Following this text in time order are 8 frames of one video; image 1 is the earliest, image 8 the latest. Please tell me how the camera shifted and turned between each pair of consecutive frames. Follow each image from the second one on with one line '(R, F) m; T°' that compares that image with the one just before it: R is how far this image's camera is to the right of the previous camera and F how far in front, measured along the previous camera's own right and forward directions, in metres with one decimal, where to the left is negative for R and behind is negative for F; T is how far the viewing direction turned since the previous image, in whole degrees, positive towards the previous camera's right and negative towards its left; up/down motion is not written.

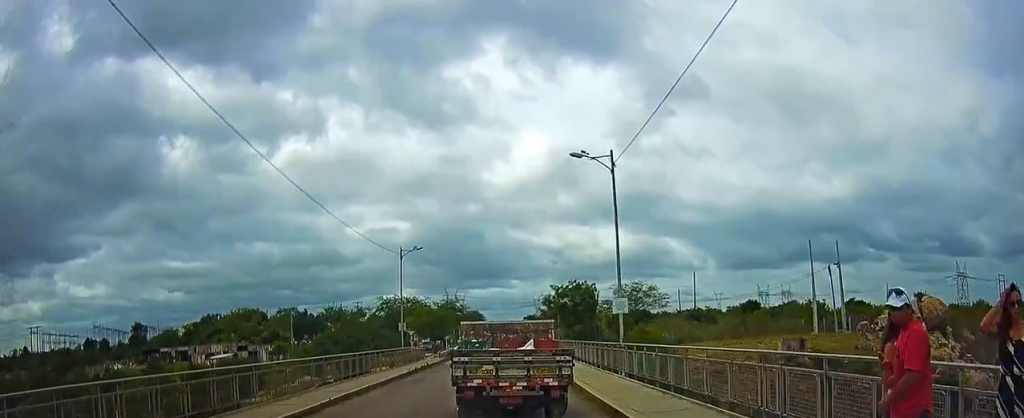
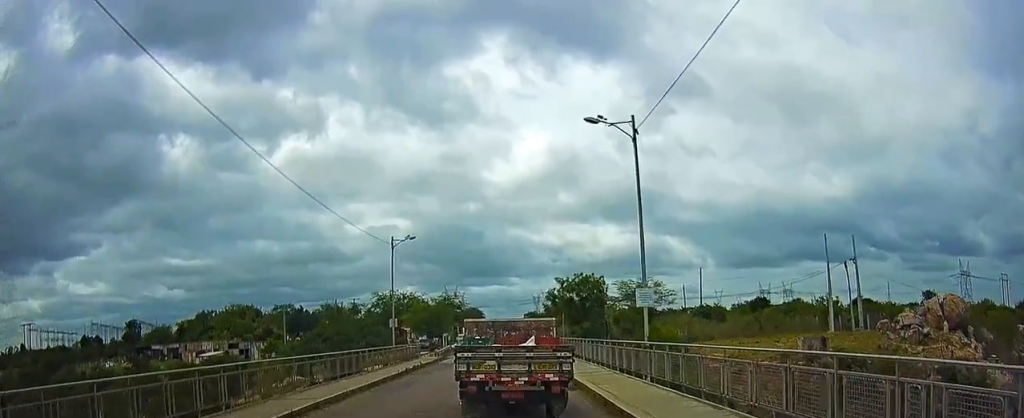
(0.0, +3.2) m; 0°
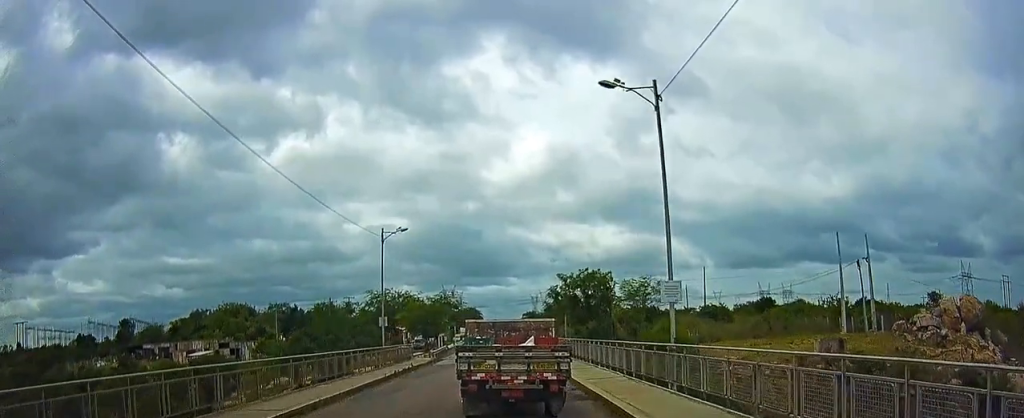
(0.0, +2.6) m; 0°
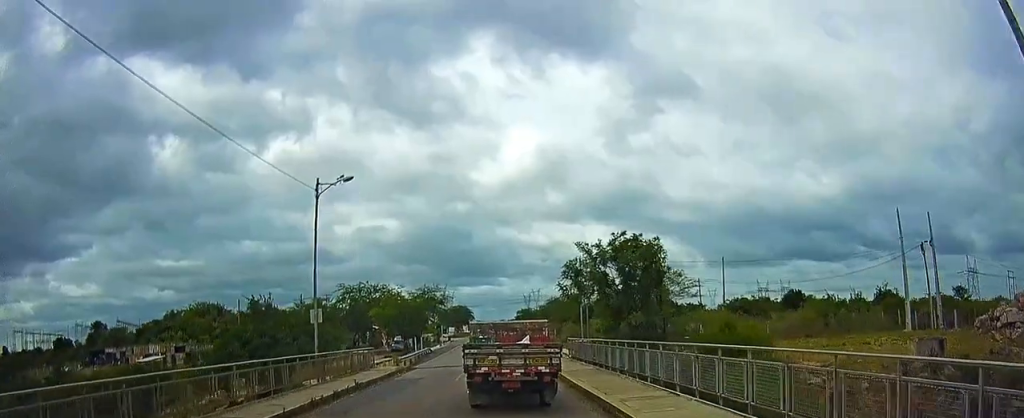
(0.0, +10.6) m; -1°
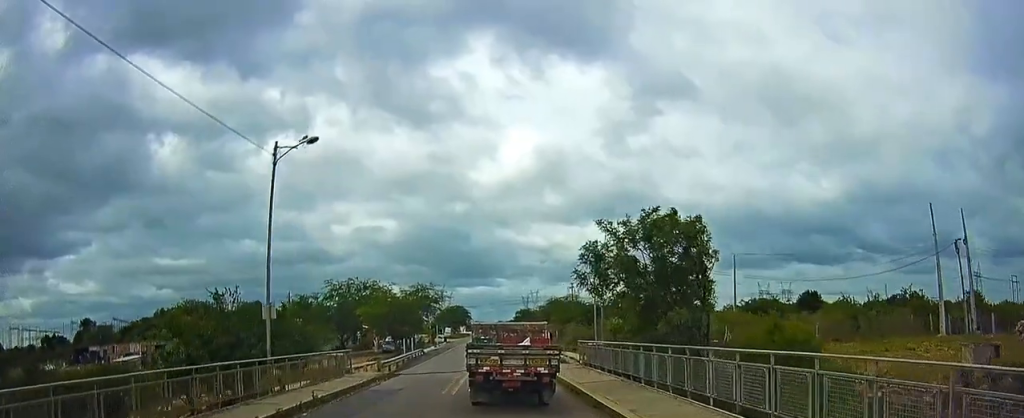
(0.0, +4.3) m; -1°
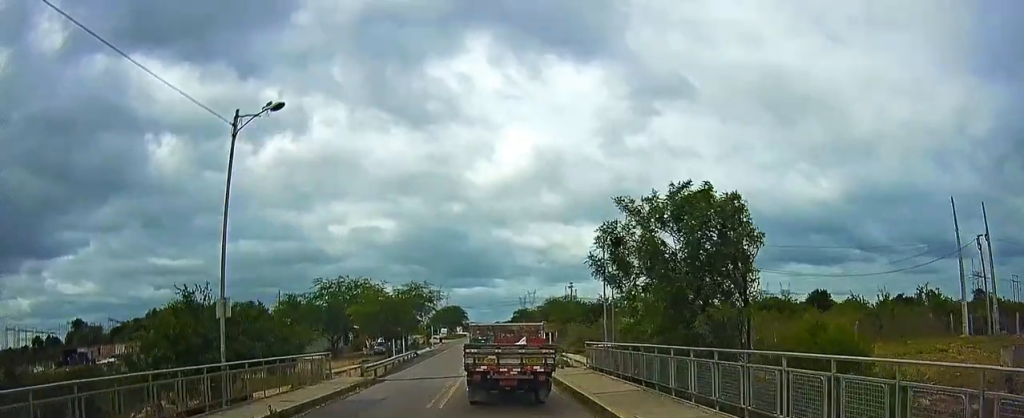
(-0.1, +2.7) m; -1°
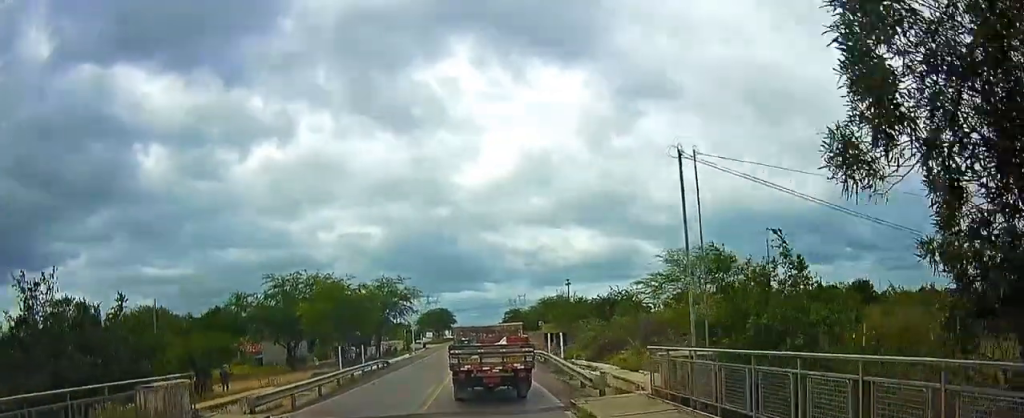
(-0.1, +10.7) m; -2°
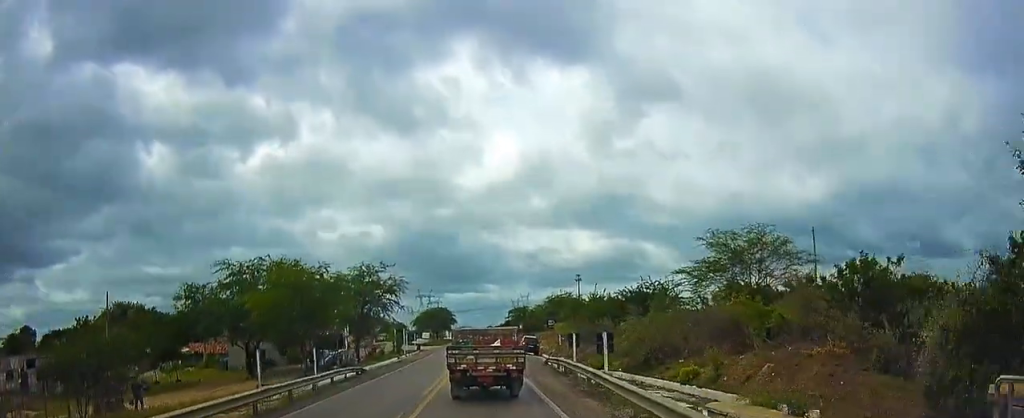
(+0.2, +9.7) m; +4°
